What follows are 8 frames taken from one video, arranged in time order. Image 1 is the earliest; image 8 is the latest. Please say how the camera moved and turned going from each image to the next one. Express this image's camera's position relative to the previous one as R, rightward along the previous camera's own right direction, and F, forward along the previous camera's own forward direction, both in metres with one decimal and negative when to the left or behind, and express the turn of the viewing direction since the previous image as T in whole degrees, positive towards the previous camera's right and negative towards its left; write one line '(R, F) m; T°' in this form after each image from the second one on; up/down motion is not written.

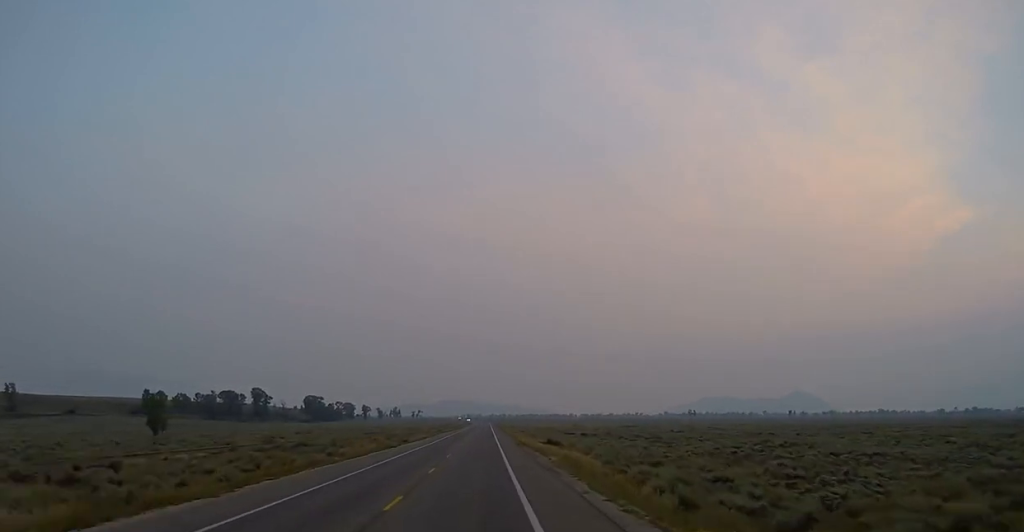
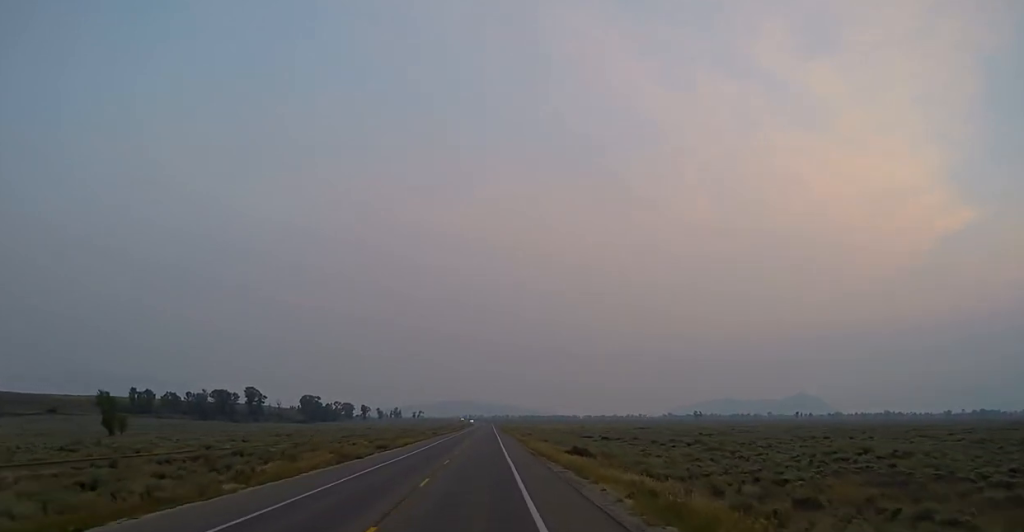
(-0.1, +19.1) m; 0°
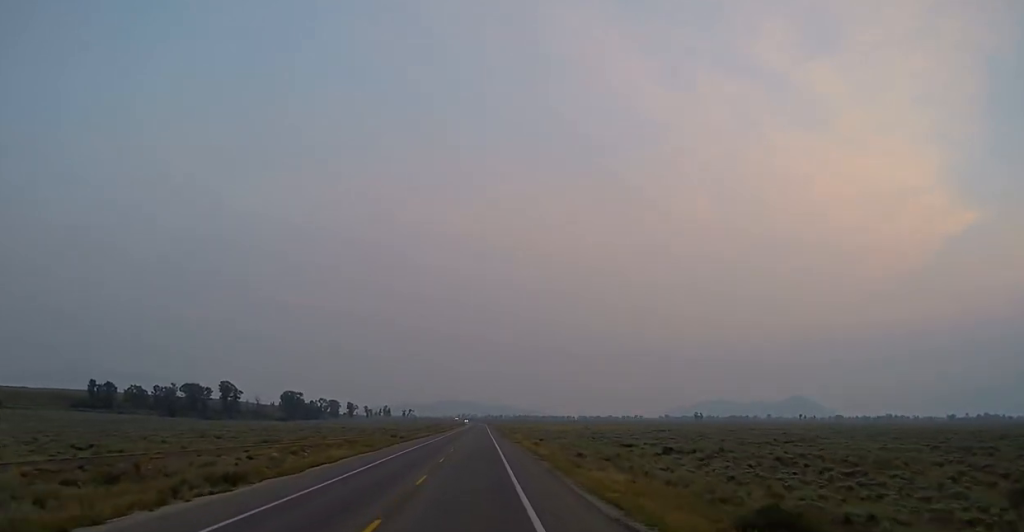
(+0.1, +35.7) m; 0°
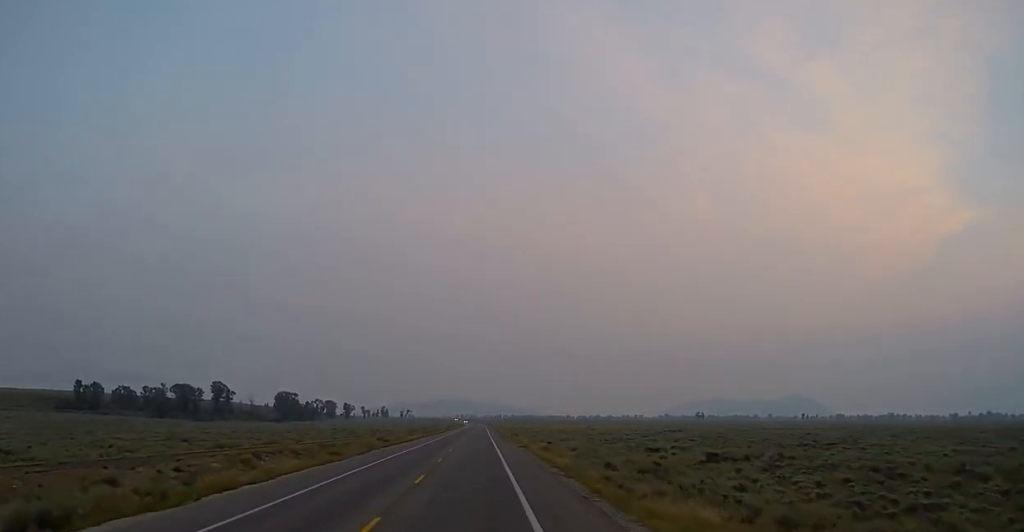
(0.0, +11.6) m; 0°
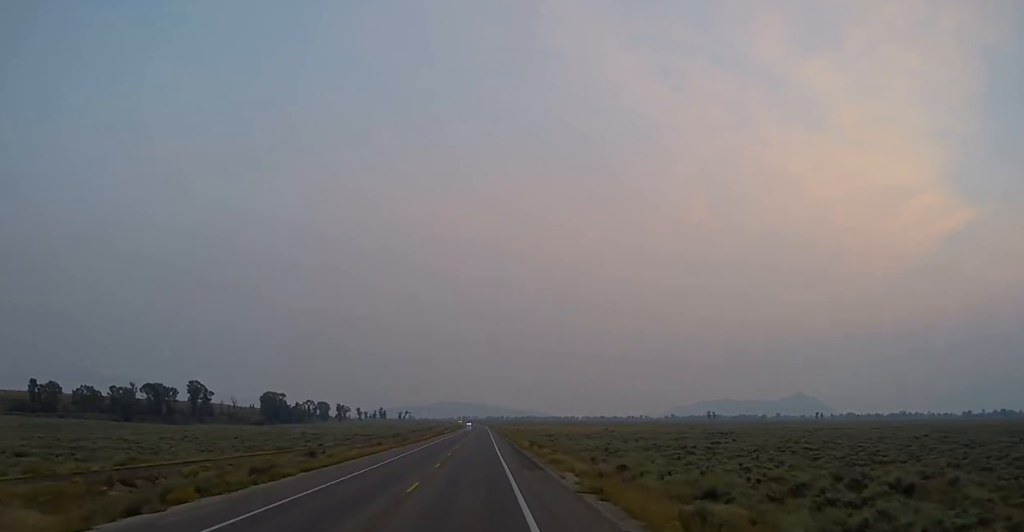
(-0.1, +38.2) m; -1°
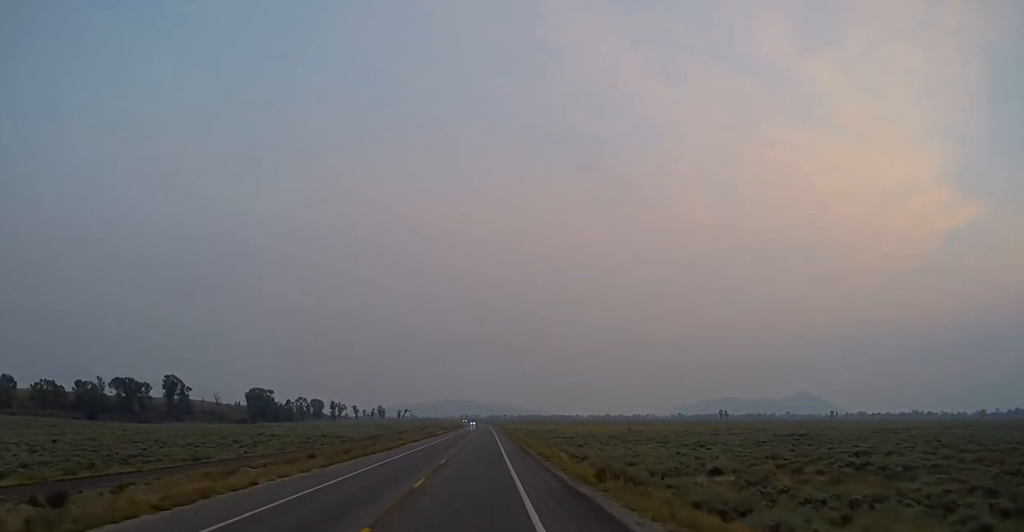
(-0.3, +37.5) m; 0°
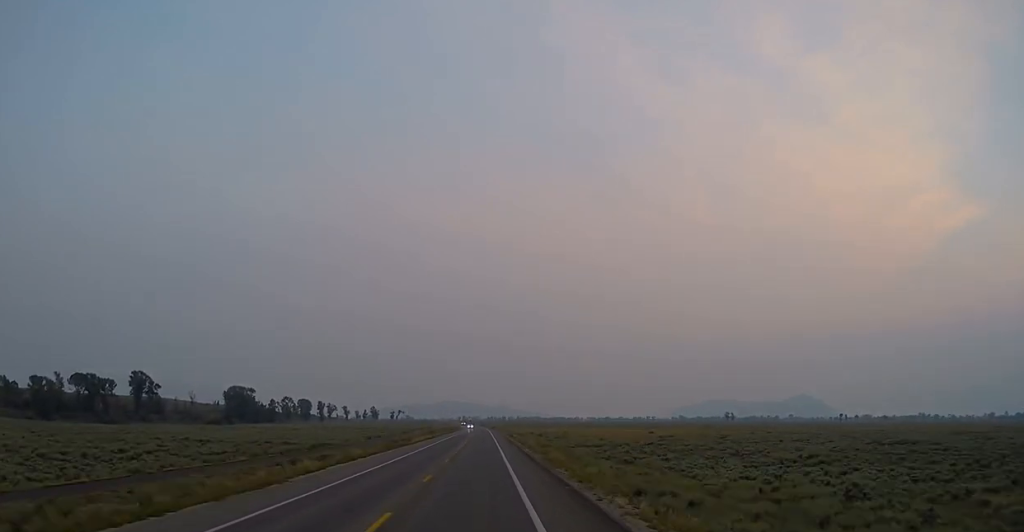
(+0.3, +33.4) m; +1°
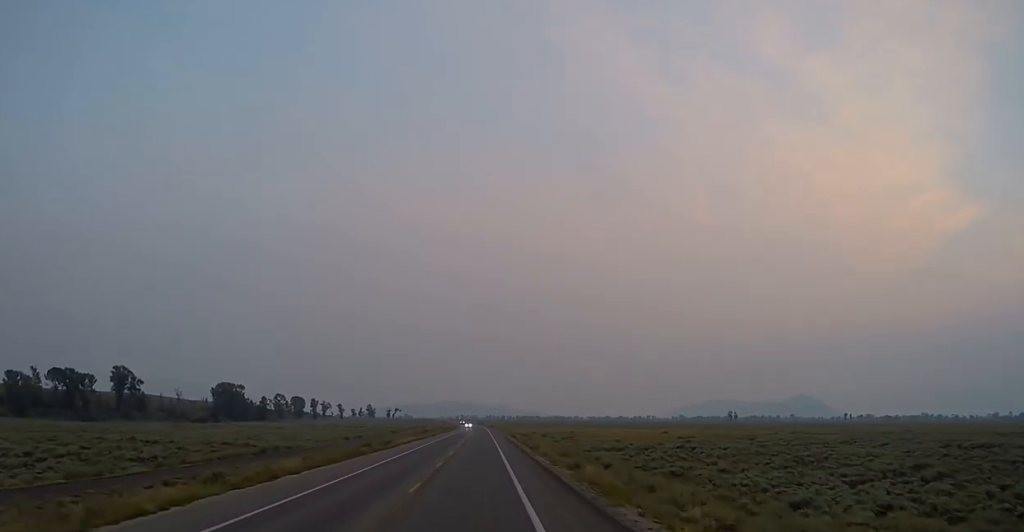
(+0.1, +16.4) m; 0°
